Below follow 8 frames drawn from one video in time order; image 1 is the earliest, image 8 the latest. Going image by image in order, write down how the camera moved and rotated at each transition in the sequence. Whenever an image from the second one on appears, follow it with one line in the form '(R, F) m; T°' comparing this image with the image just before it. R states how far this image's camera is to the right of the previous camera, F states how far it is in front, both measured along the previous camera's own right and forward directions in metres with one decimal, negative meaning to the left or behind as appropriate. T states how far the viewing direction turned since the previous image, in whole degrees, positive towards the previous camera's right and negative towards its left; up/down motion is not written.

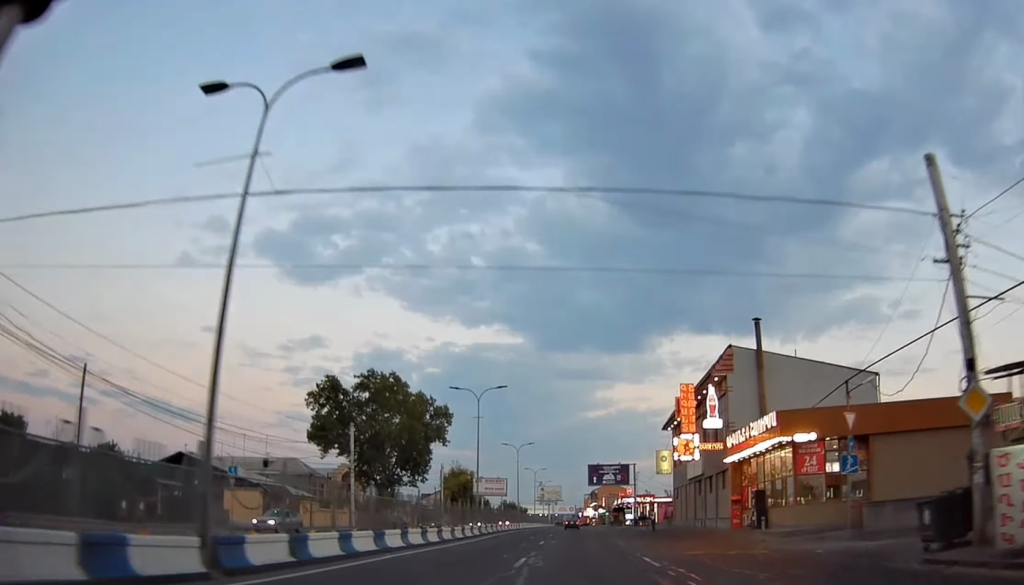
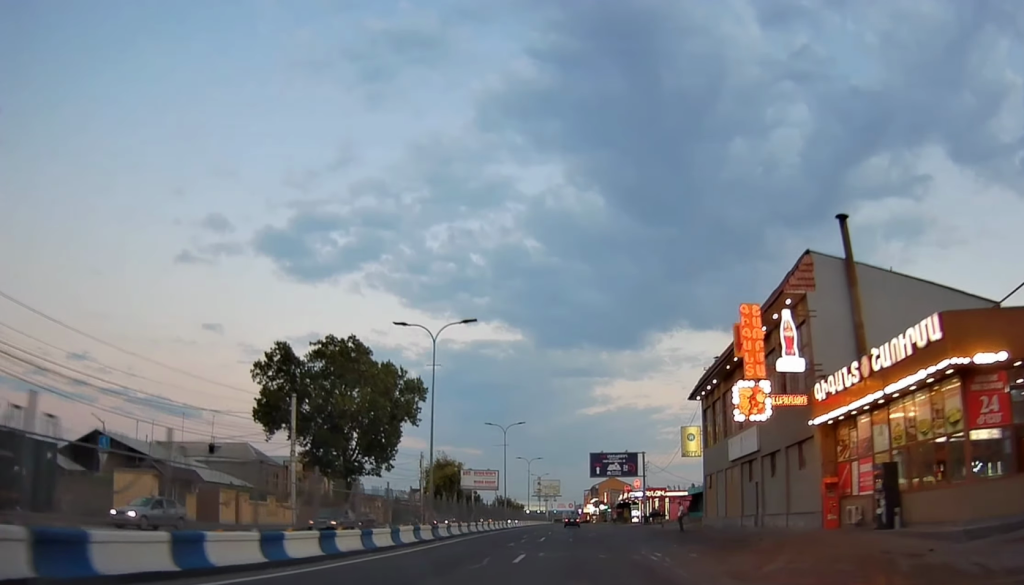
(+0.1, +13.8) m; 0°
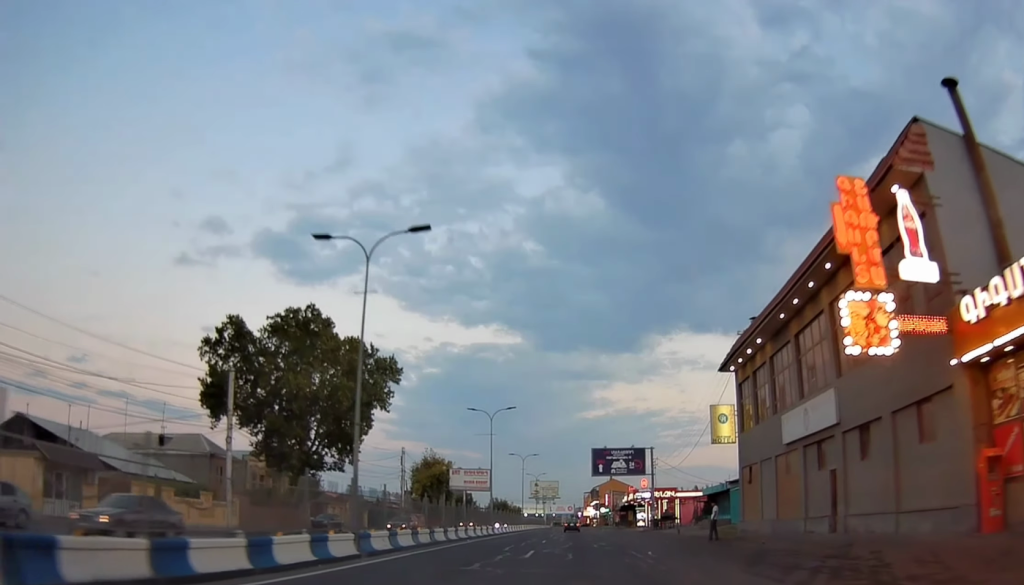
(+0.1, +10.0) m; 0°
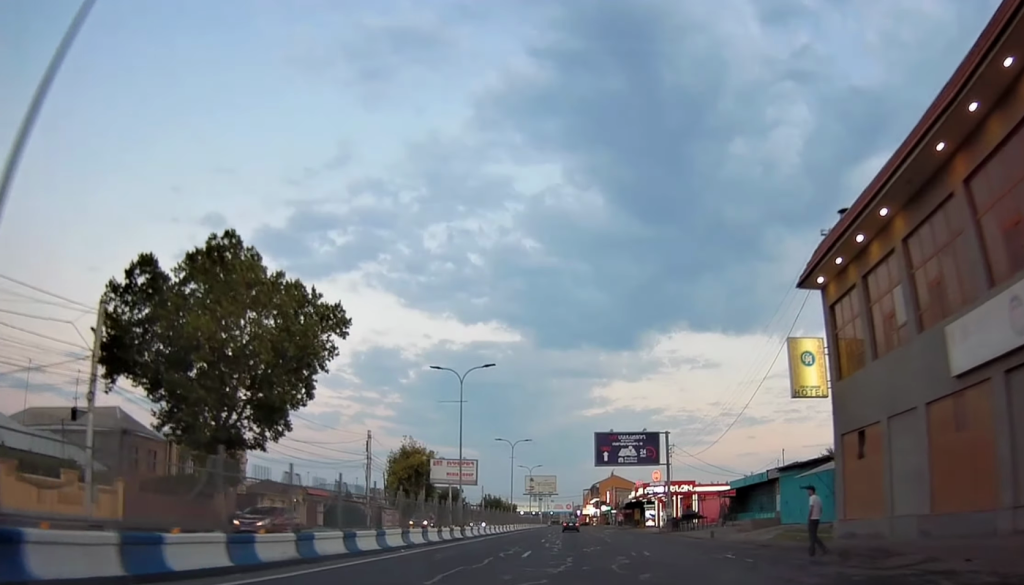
(-0.1, +13.7) m; +1°
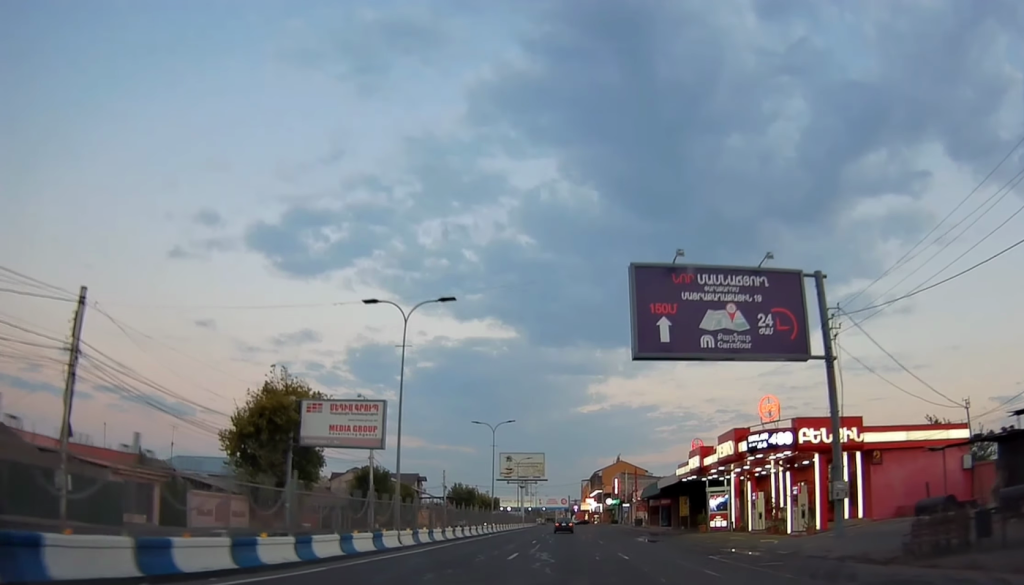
(+0.9, +43.4) m; 0°
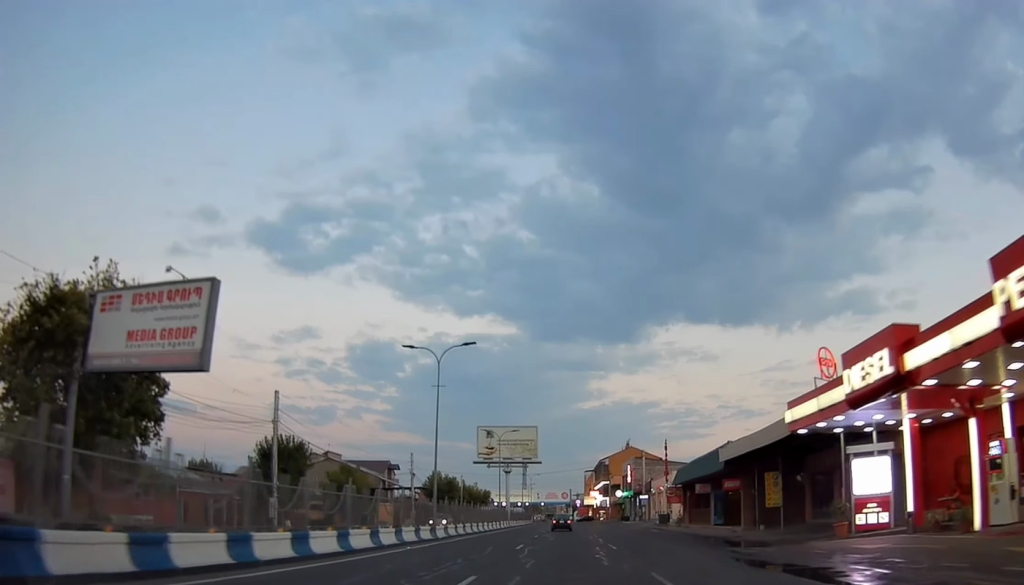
(-0.6, +24.4) m; 0°
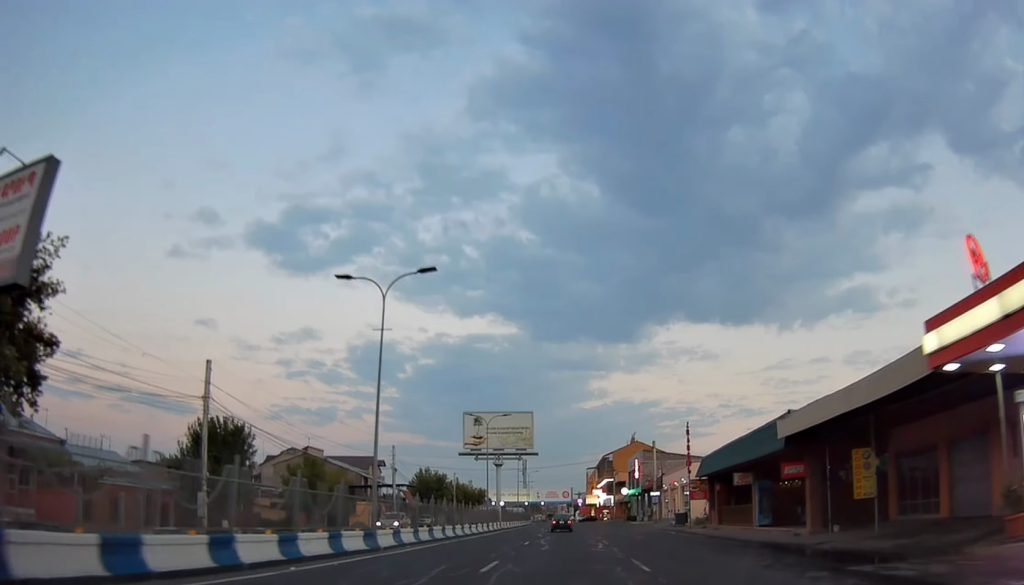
(+0.3, +10.2) m; 0°
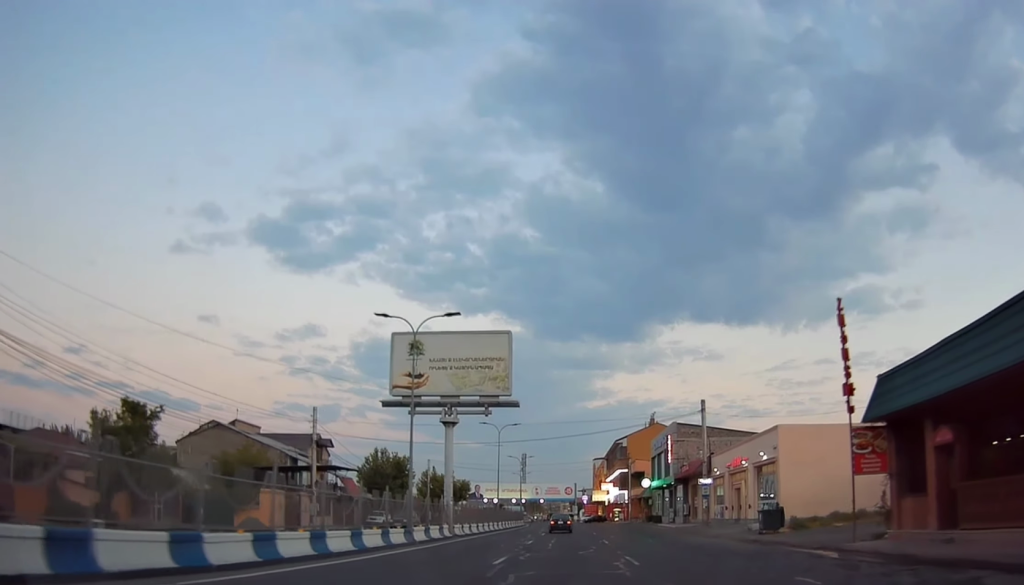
(0.0, +26.9) m; -1°
